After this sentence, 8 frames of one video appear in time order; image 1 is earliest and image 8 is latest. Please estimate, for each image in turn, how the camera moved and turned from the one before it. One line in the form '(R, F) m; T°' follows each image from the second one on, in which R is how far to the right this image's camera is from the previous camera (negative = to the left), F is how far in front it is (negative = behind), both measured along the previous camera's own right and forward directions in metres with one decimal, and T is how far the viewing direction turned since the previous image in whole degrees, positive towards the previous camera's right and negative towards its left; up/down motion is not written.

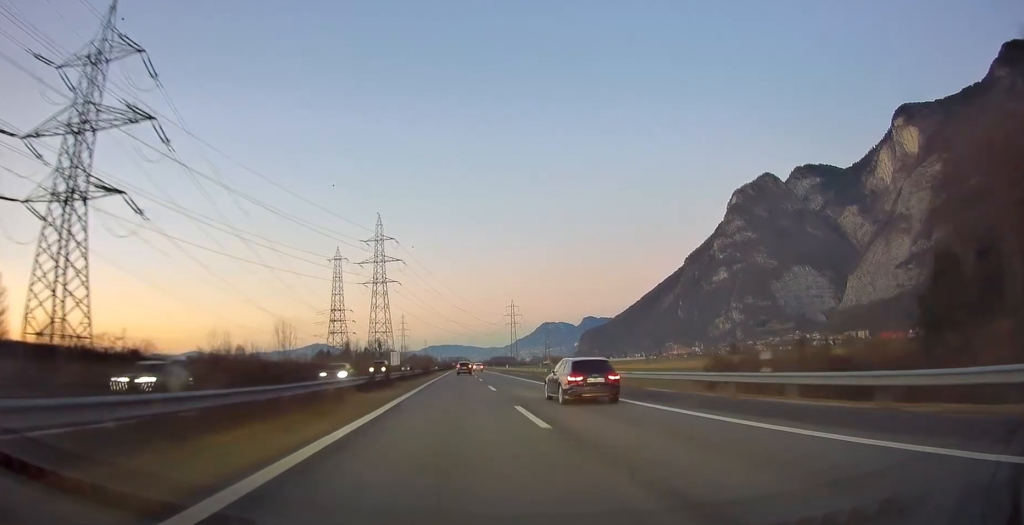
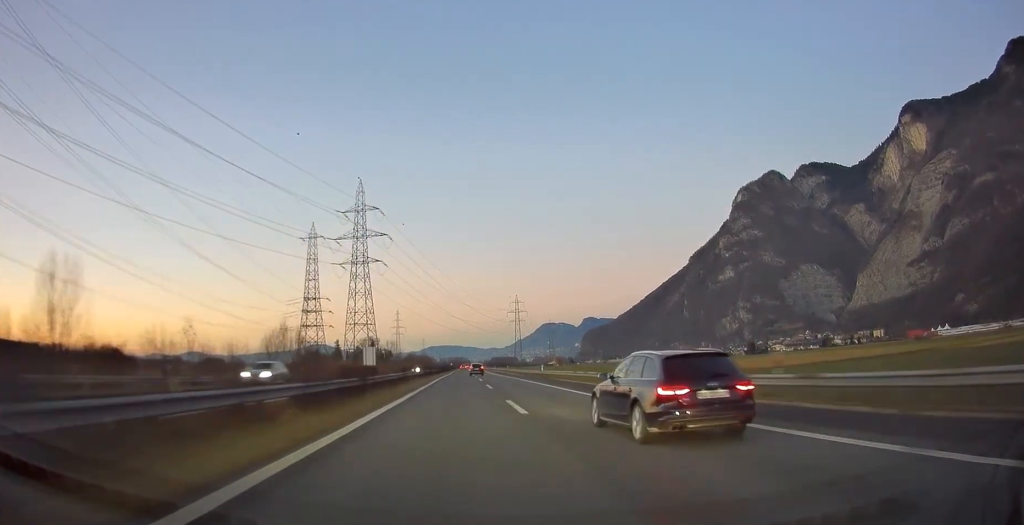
(+0.1, +49.7) m; 0°
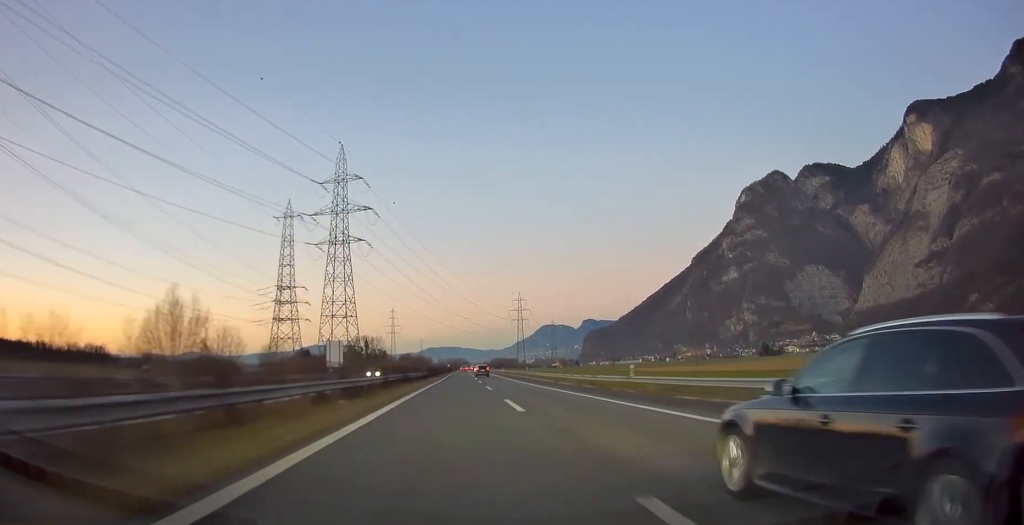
(0.0, +34.6) m; 0°
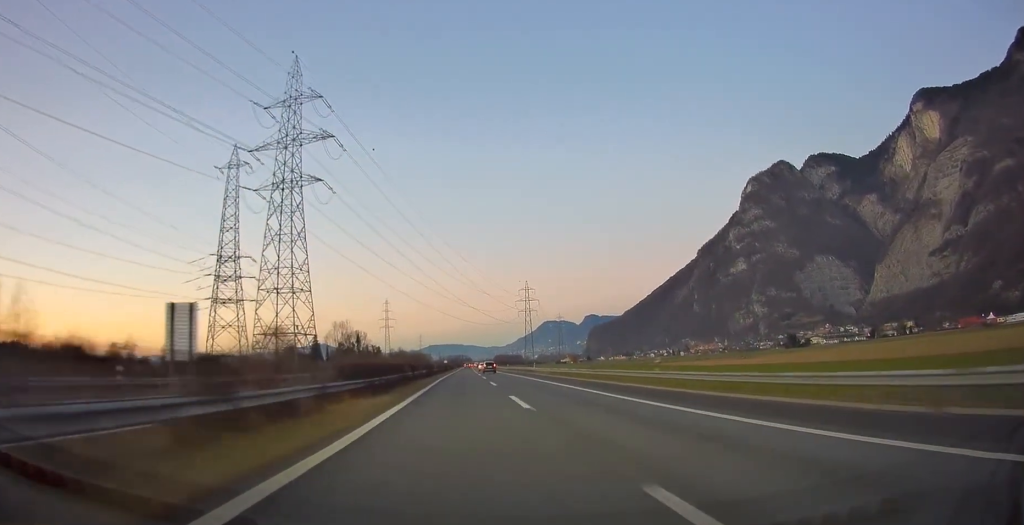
(+0.1, +52.6) m; 0°
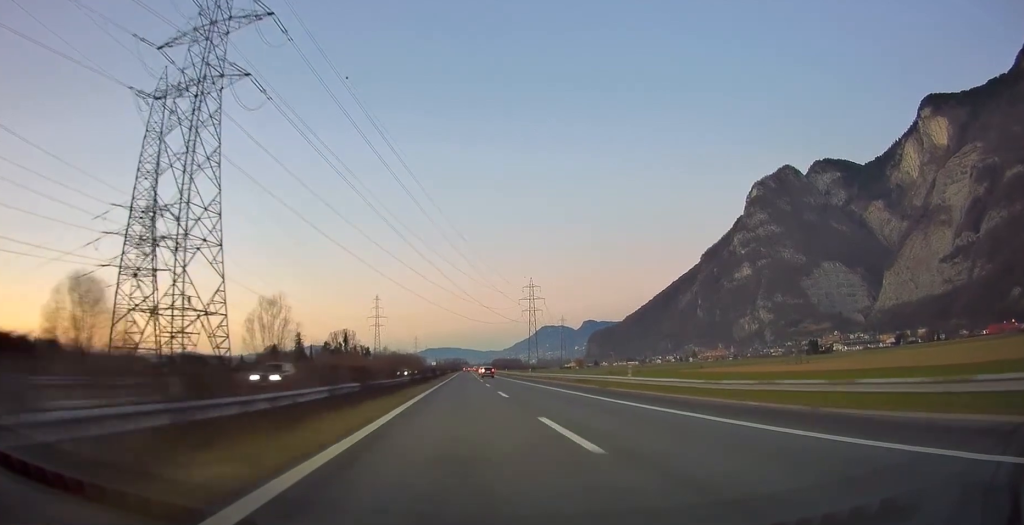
(-0.2, +45.3) m; 0°
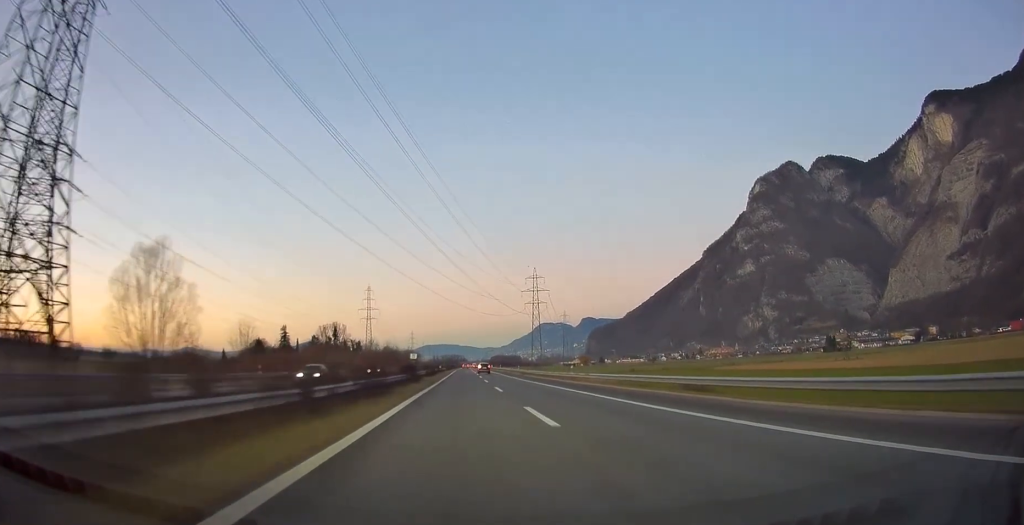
(+0.2, +31.1) m; 0°
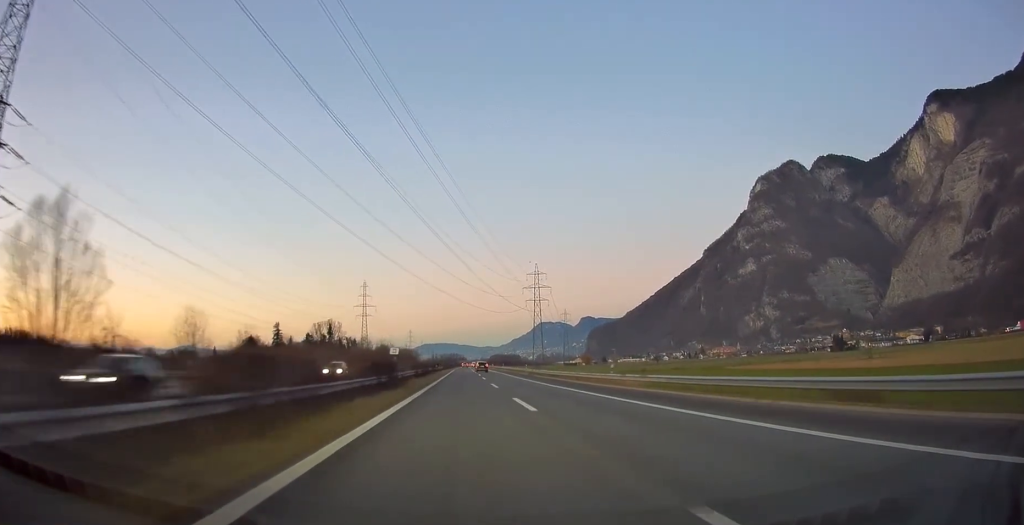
(0.0, +14.5) m; 0°
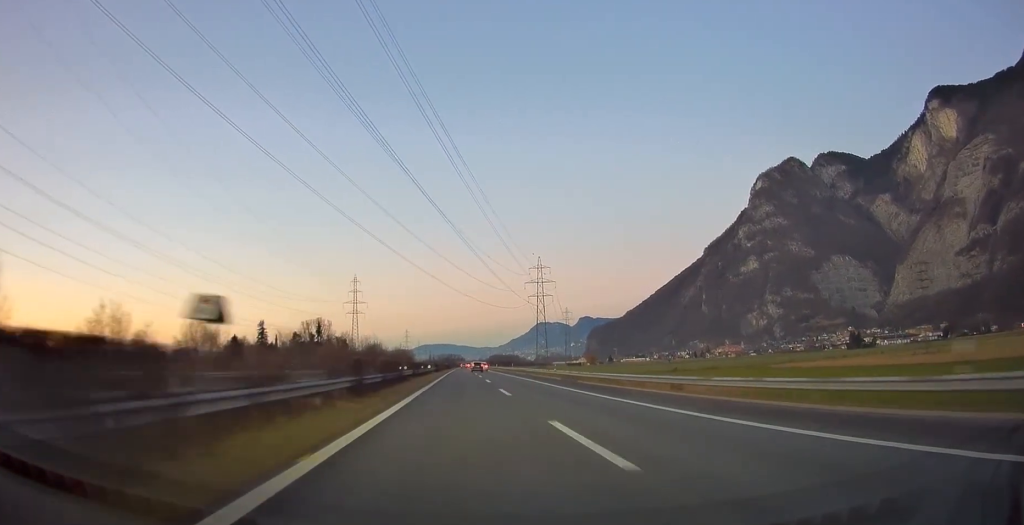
(0.0, +28.0) m; 0°
